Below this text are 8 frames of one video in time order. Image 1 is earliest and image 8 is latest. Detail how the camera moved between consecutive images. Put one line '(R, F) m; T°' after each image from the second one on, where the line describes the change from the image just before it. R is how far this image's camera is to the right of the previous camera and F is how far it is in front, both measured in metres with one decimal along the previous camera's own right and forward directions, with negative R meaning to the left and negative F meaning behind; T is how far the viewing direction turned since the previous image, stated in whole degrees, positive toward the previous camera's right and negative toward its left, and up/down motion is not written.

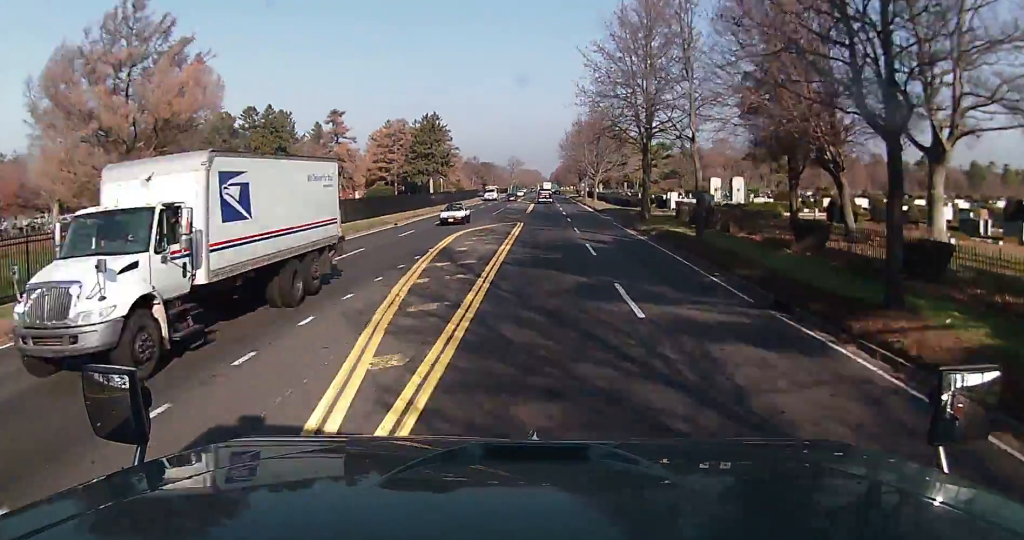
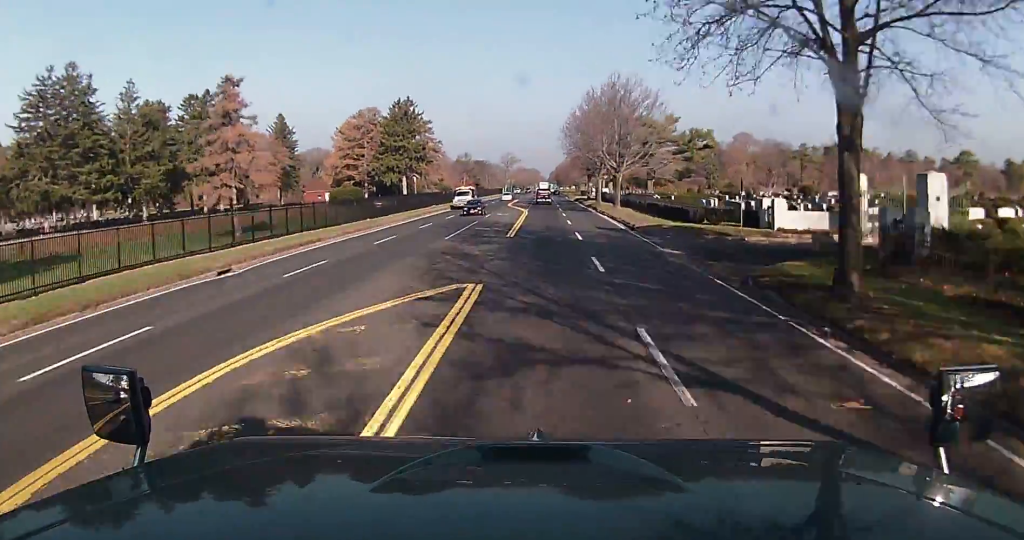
(0.0, +29.0) m; 0°
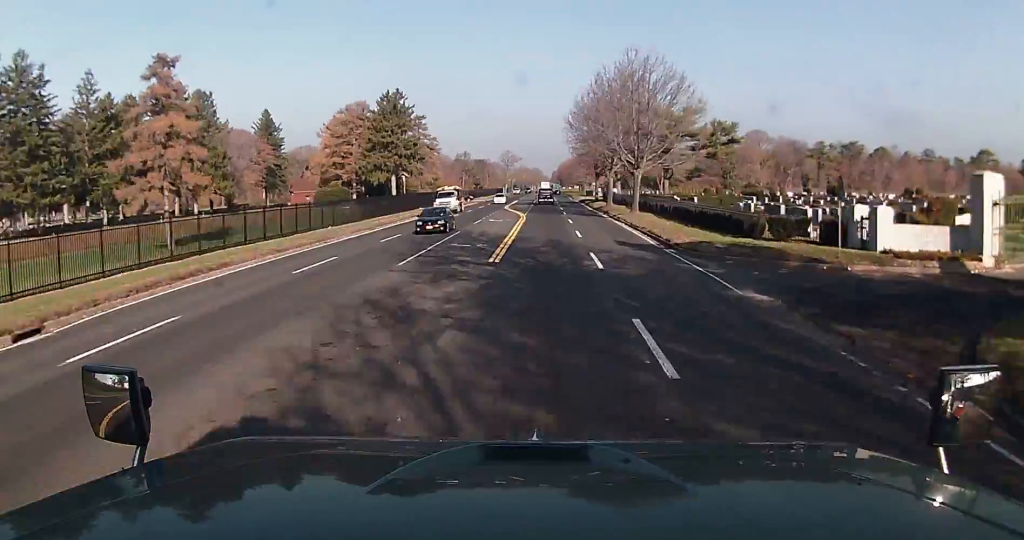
(0.0, +10.9) m; 0°
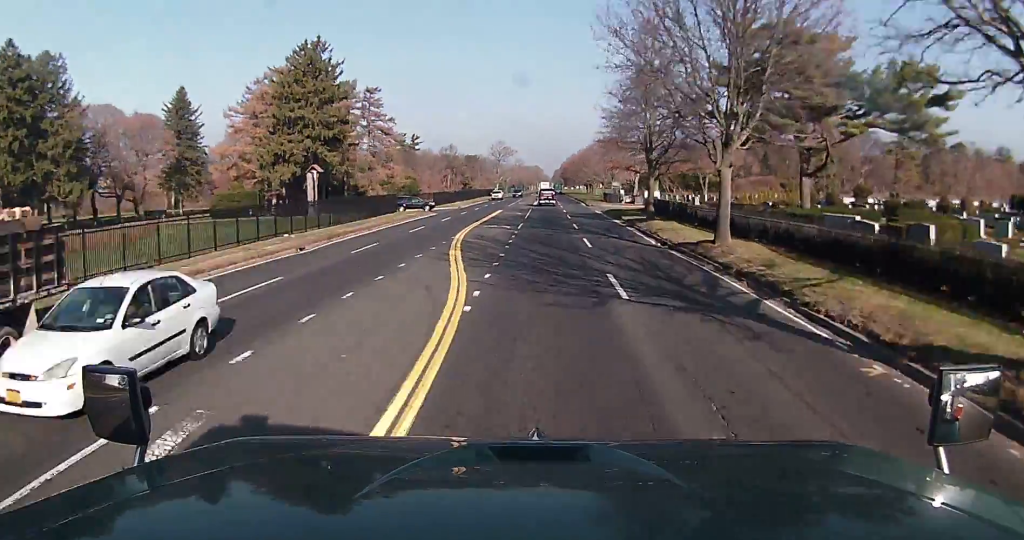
(+0.2, +43.0) m; +1°
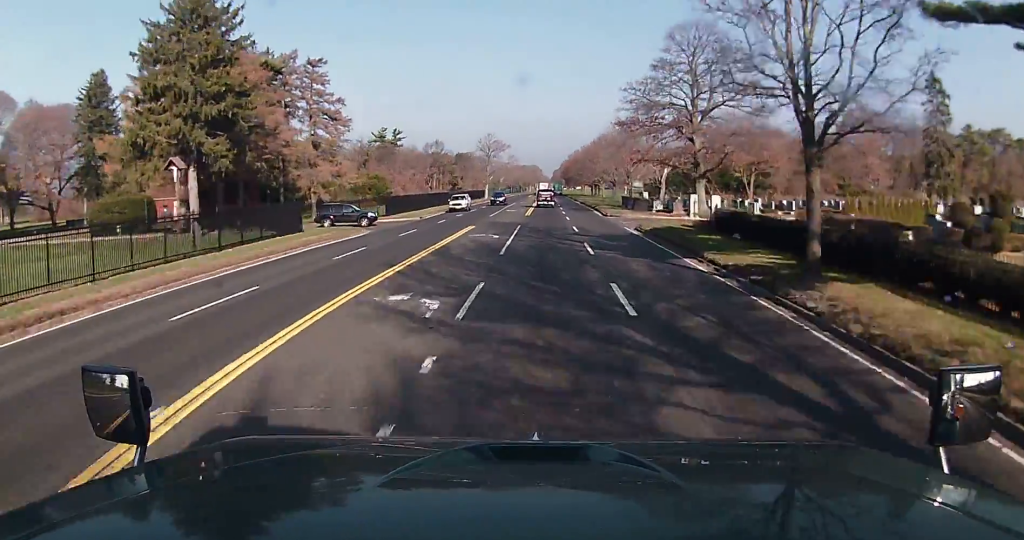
(+0.2, +26.5) m; 0°
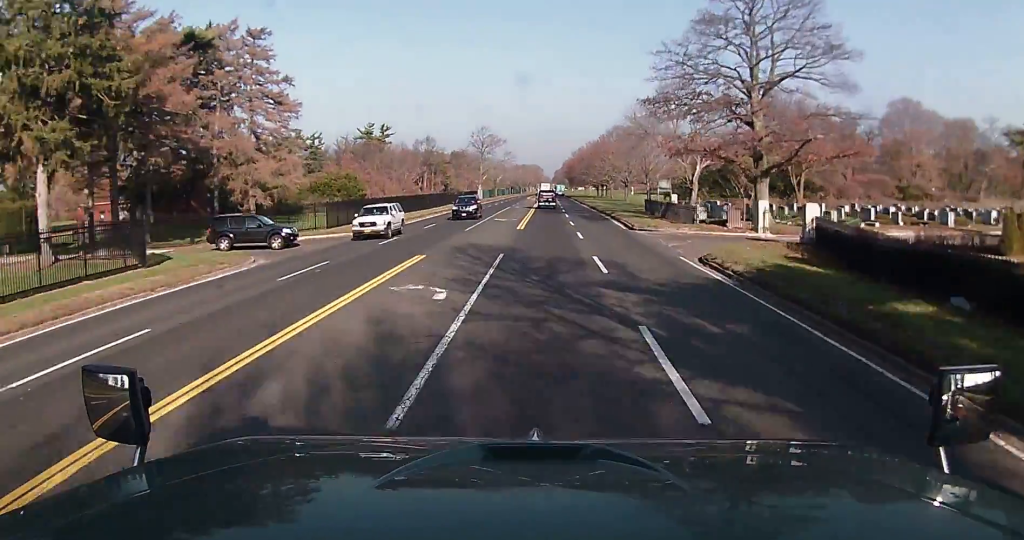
(-0.2, +17.9) m; 0°
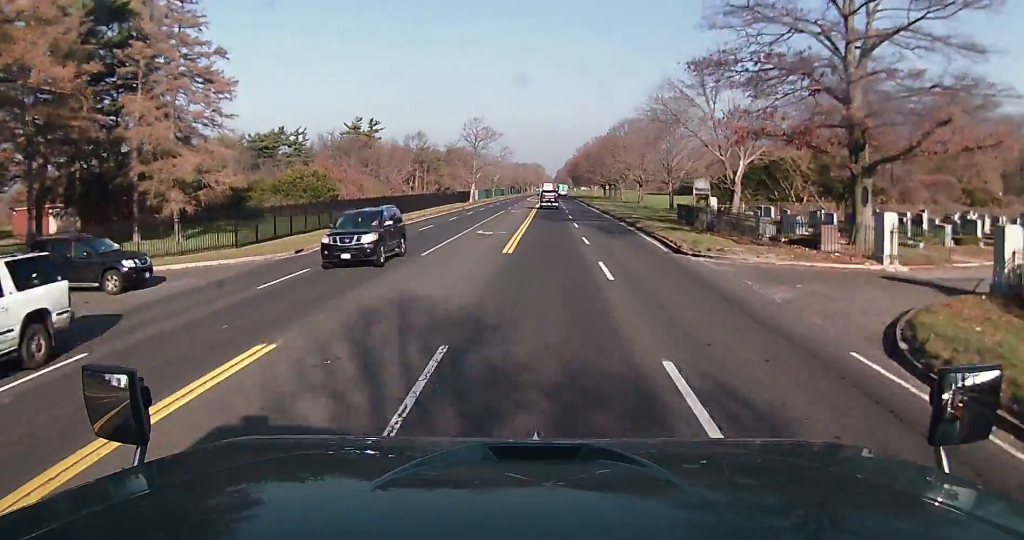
(+0.3, +14.8) m; 0°
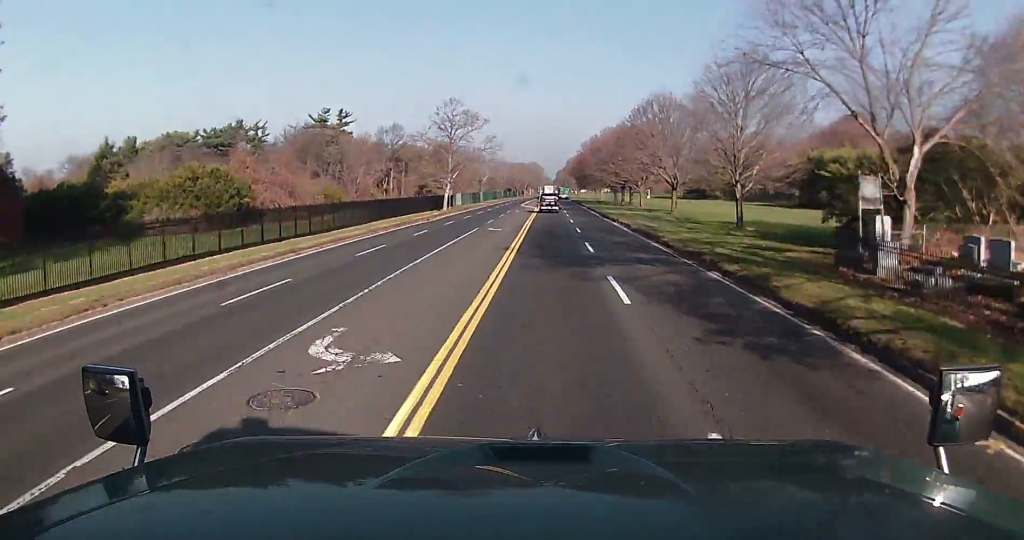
(-0.3, +27.3) m; -1°
